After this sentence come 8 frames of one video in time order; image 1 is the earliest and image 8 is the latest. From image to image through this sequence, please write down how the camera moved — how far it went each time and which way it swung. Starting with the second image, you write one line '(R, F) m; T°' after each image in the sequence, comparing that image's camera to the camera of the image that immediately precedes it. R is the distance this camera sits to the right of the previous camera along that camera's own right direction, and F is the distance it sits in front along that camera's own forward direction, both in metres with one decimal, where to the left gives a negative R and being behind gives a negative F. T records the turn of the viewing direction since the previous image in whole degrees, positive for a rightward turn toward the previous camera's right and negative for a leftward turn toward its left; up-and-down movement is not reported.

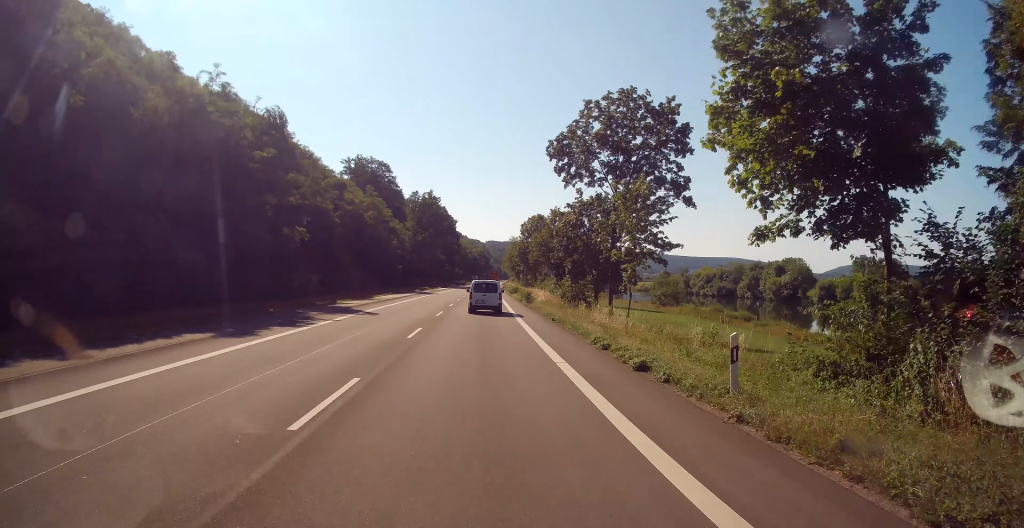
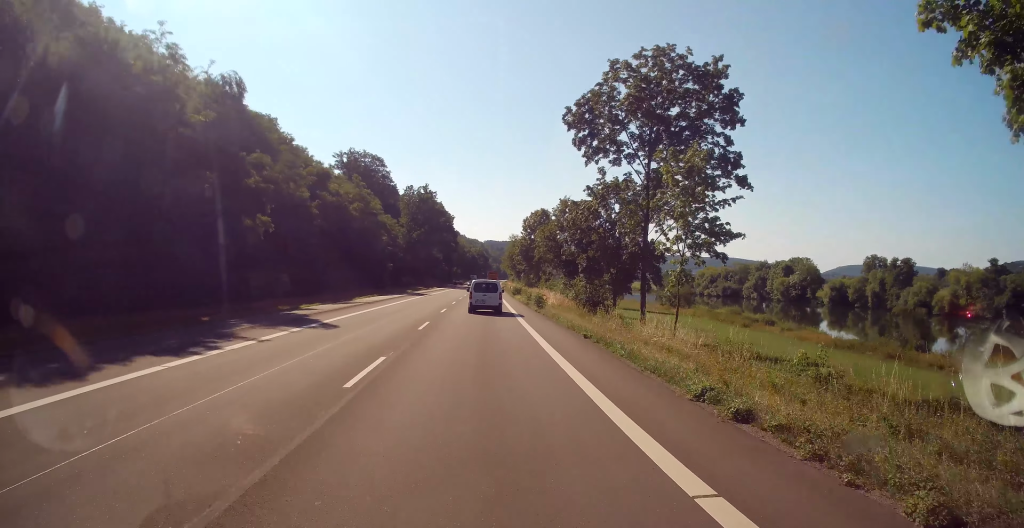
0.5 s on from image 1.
(0.0, +9.1) m; 0°
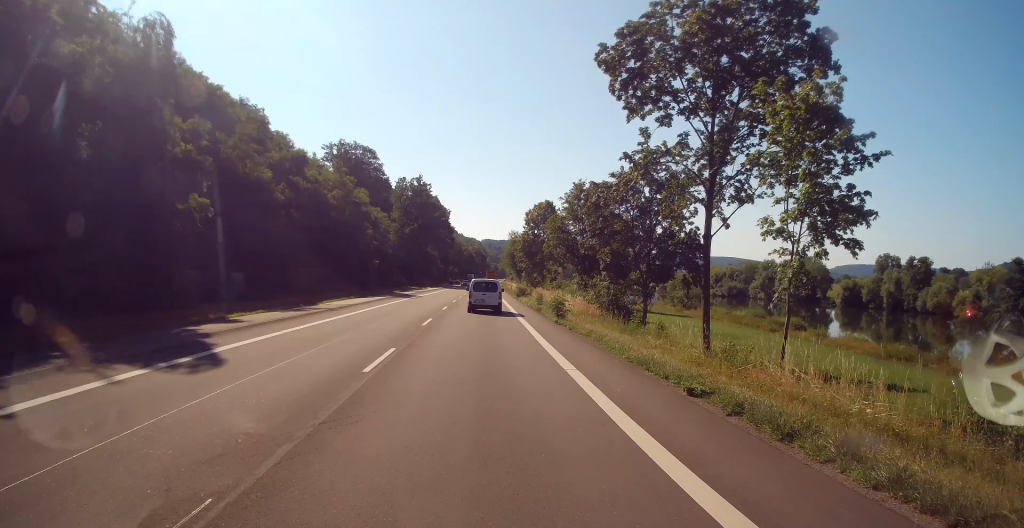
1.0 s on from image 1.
(0.0, +10.3) m; 0°
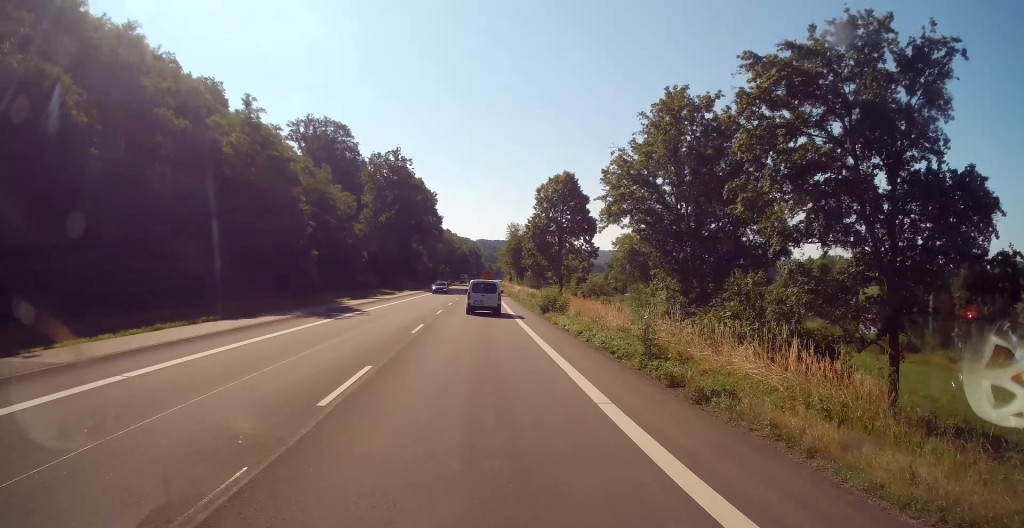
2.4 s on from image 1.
(0.0, +27.2) m; 0°
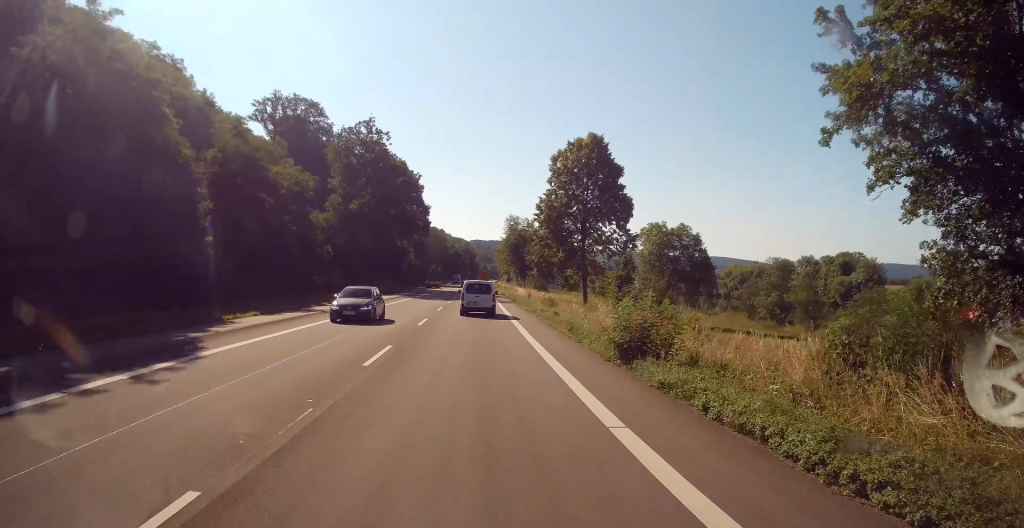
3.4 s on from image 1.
(0.0, +19.6) m; +1°
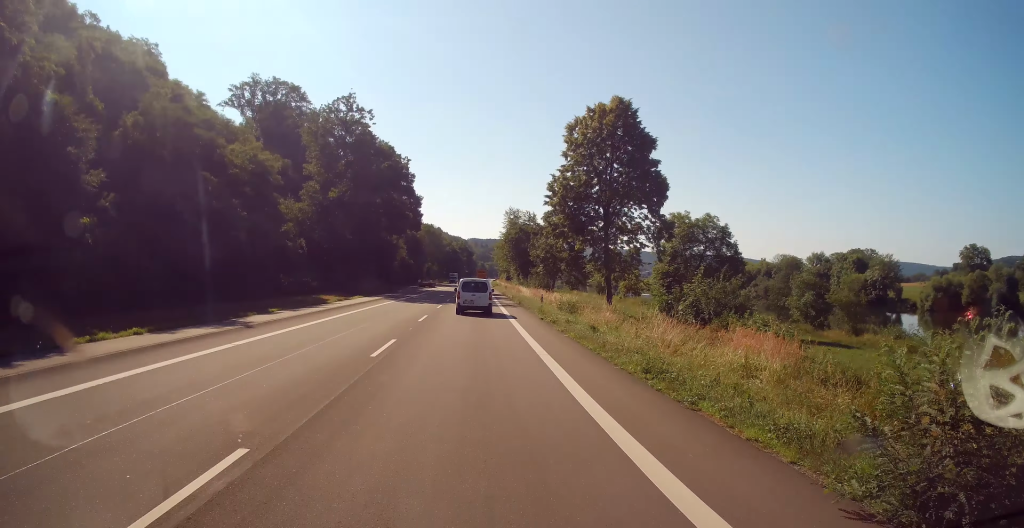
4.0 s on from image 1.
(+0.2, +11.2) m; 0°
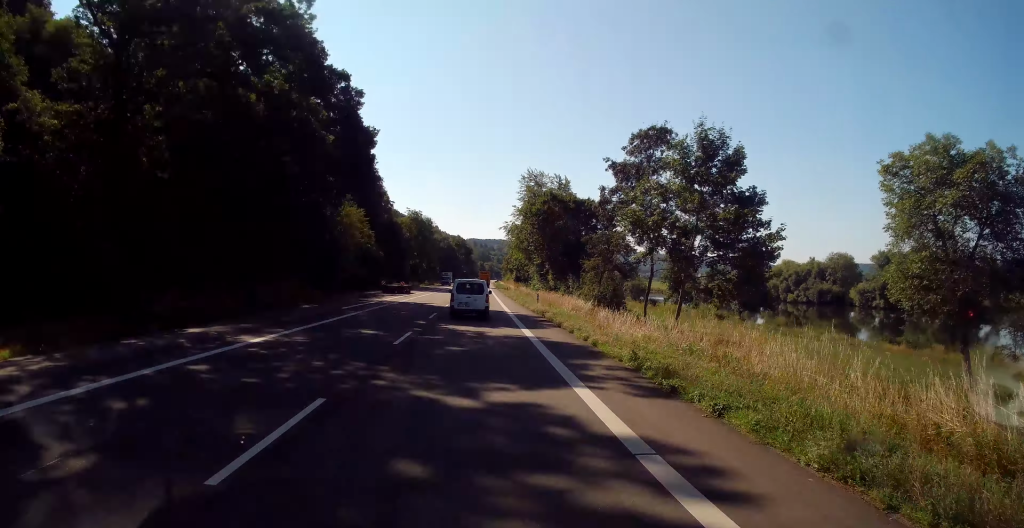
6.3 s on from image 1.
(+0.1, +45.8) m; 0°
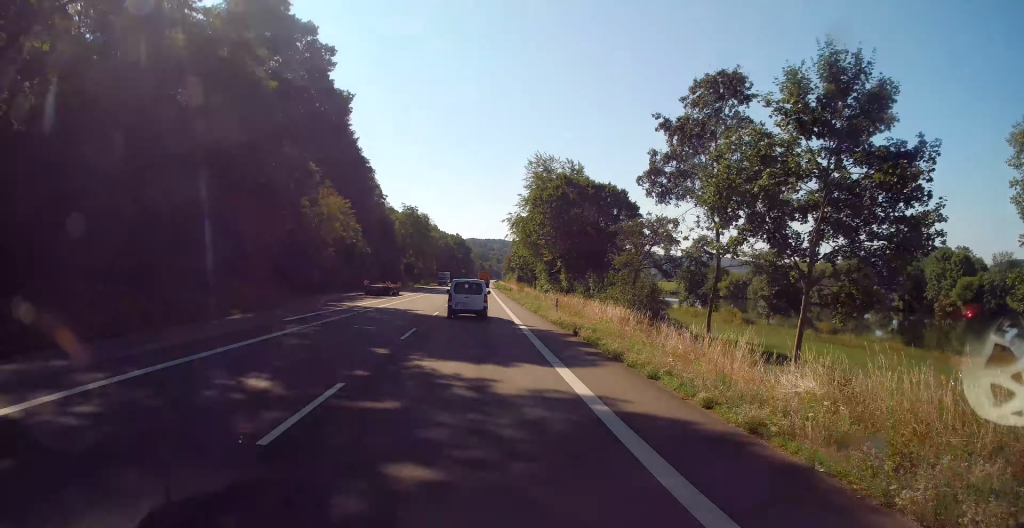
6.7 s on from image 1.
(0.0, +9.3) m; 0°
